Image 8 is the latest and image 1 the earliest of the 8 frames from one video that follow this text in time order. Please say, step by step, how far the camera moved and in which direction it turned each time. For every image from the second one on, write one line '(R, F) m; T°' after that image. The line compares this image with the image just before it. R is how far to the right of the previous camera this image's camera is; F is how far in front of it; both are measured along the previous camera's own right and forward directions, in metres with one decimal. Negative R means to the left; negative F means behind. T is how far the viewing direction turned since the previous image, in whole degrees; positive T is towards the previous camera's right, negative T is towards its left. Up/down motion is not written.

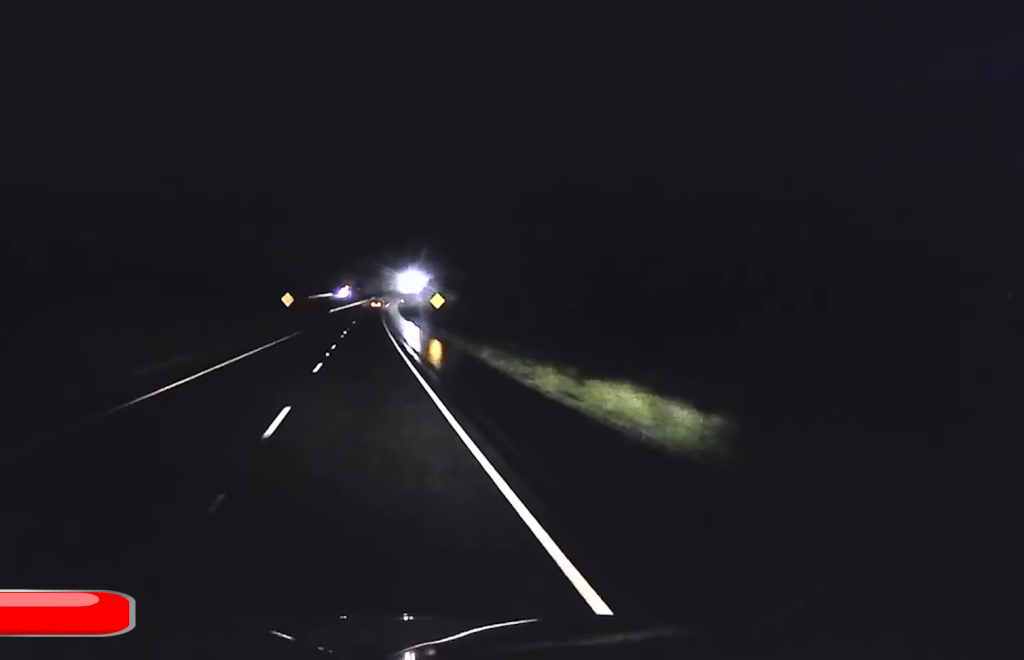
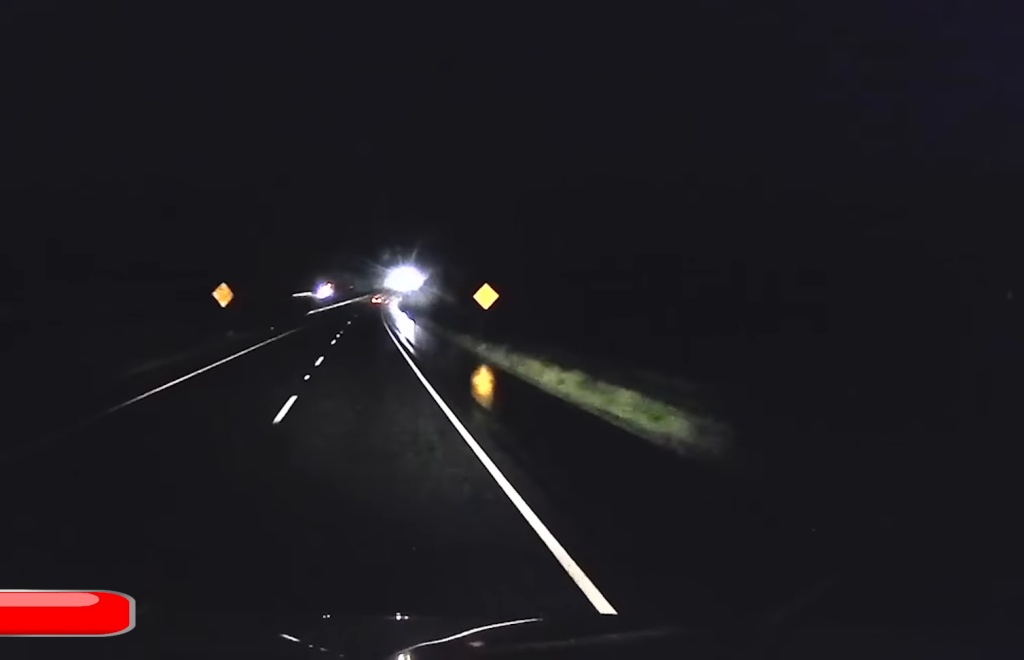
(+0.6, +35.2) m; +1°
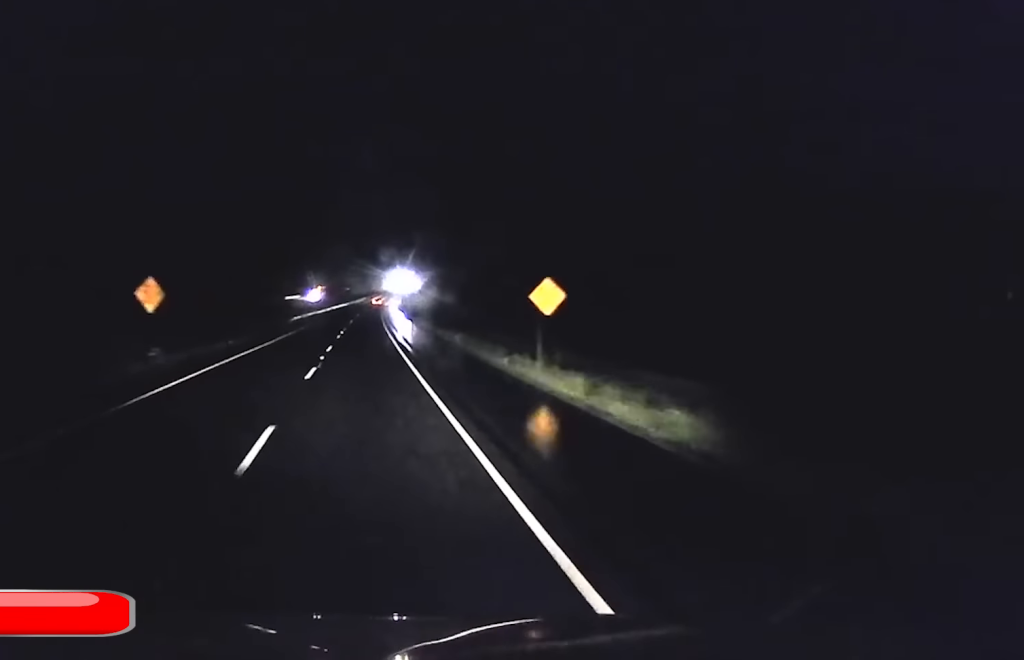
(+0.1, +16.0) m; 0°
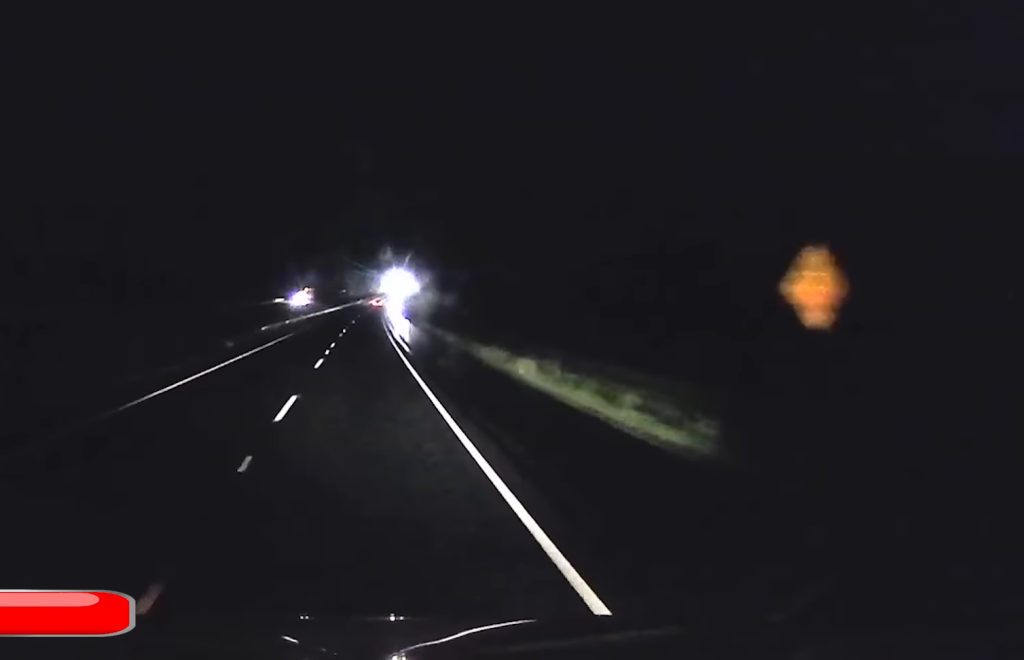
(0.0, +19.3) m; +1°
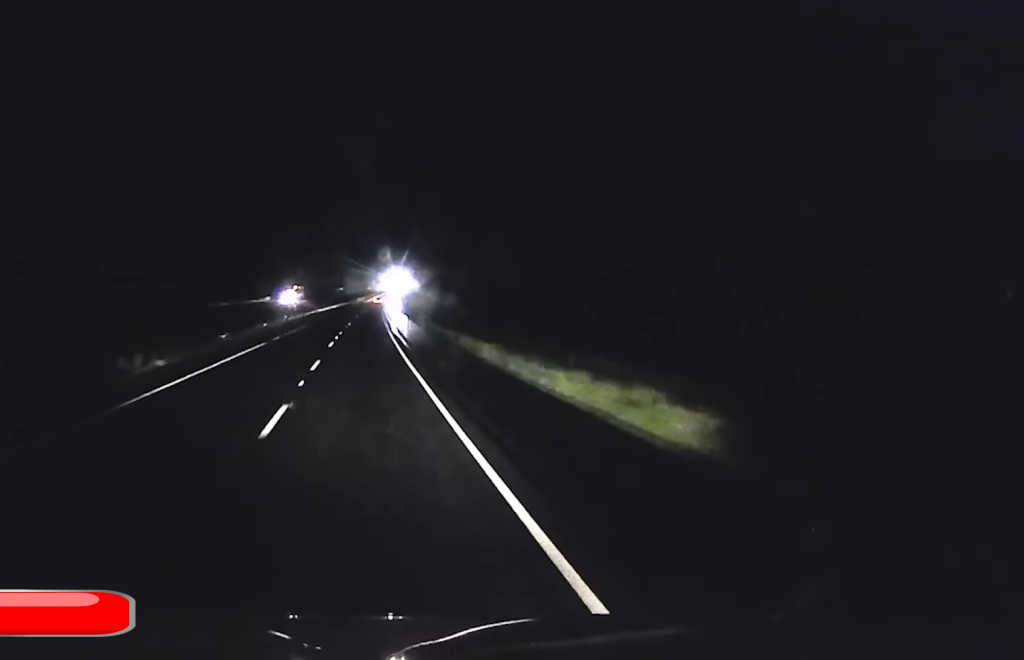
(-0.2, +13.9) m; +1°
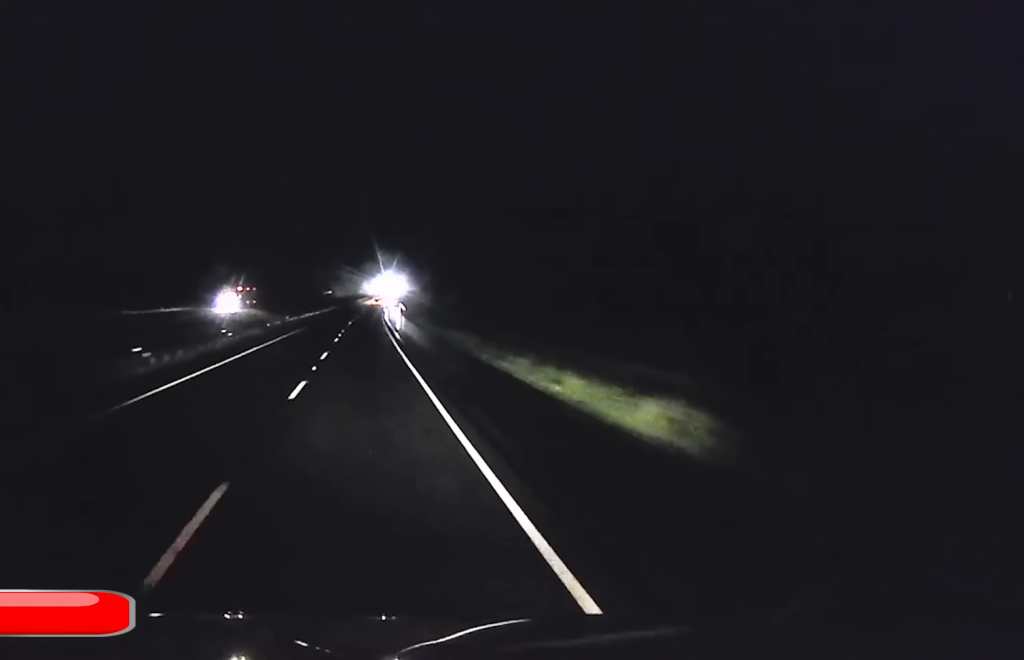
(+1.3, +43.5) m; 0°
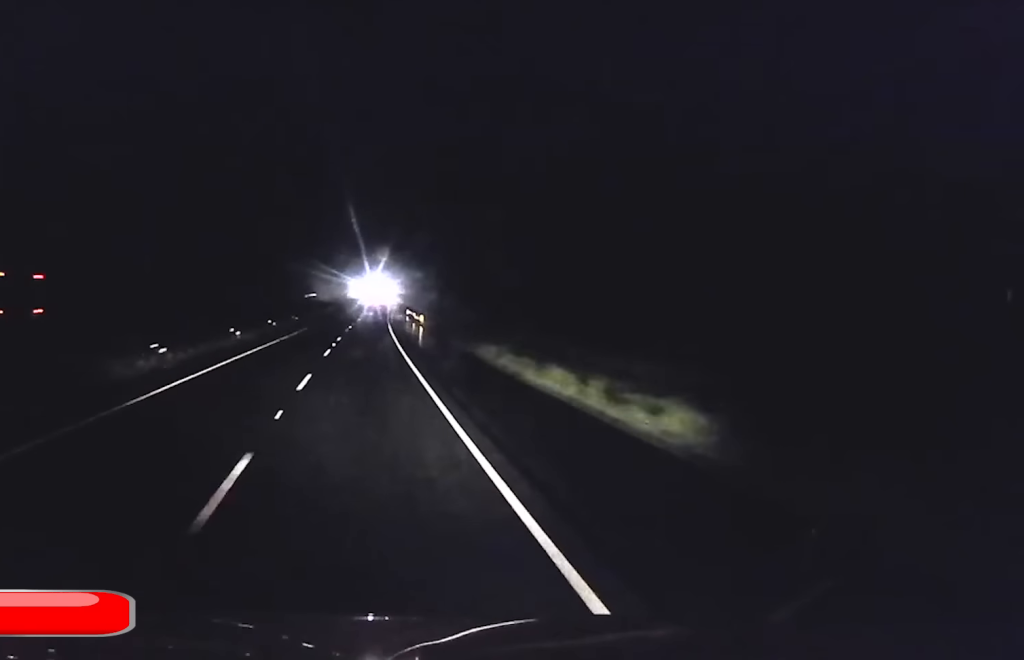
(-0.8, +59.8) m; +1°
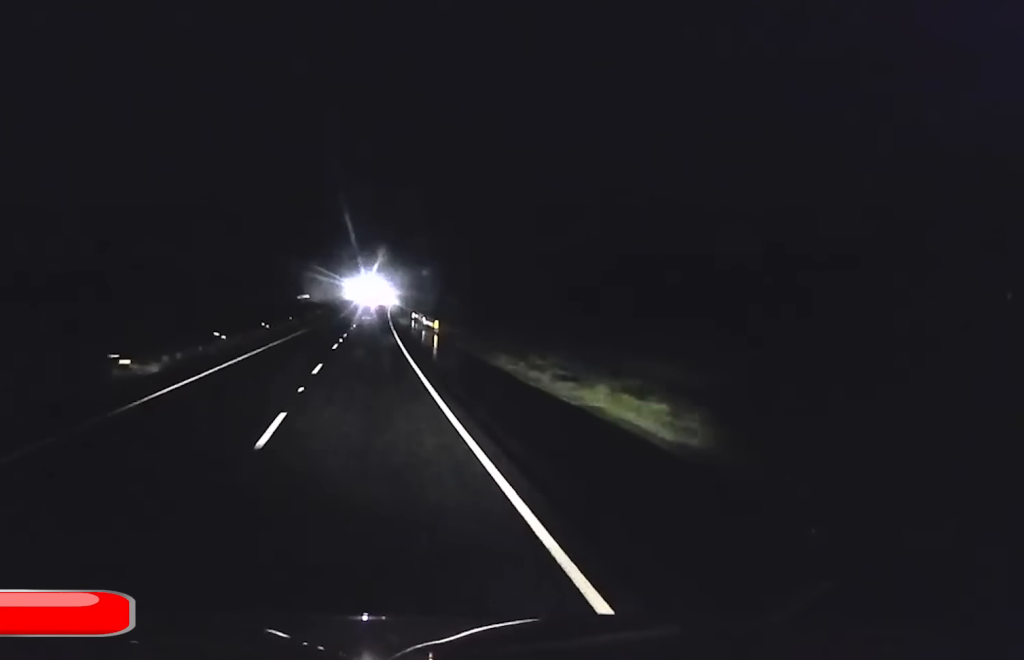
(+0.1, +19.5) m; 0°
